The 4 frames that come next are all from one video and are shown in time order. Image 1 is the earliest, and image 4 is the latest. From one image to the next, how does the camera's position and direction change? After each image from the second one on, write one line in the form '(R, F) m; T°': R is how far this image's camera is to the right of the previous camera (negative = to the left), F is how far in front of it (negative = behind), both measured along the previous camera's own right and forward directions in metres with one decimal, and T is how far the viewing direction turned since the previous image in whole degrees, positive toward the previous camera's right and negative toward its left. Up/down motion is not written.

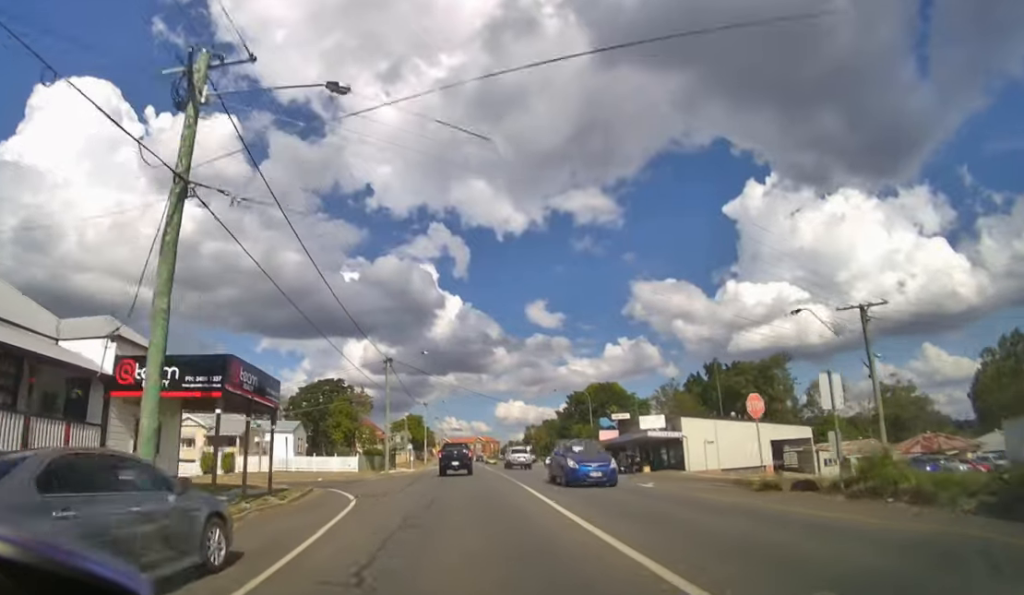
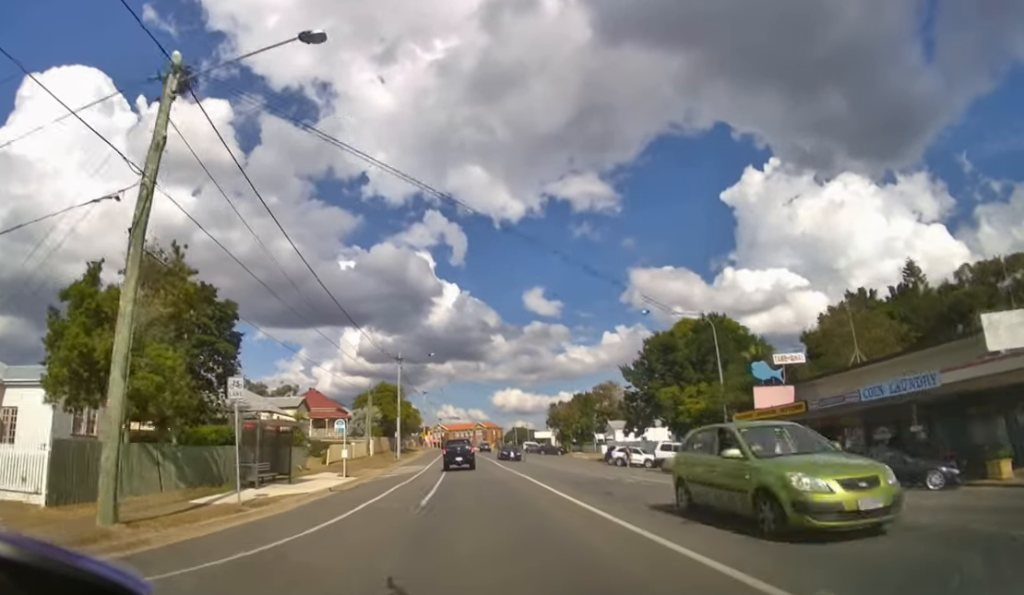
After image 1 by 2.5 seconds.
(+0.1, +40.2) m; 0°
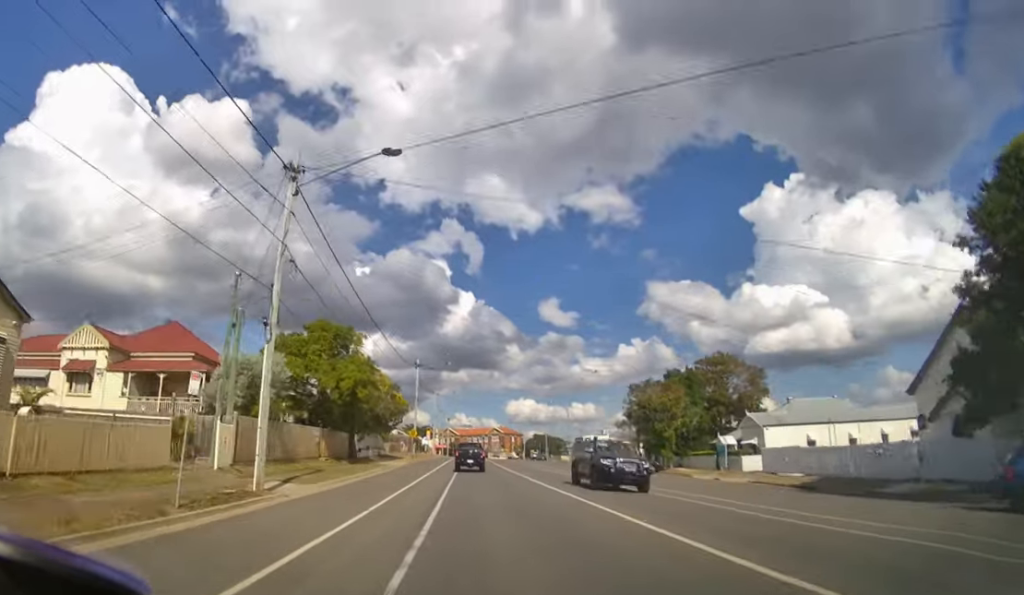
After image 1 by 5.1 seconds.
(-0.2, +36.8) m; 0°
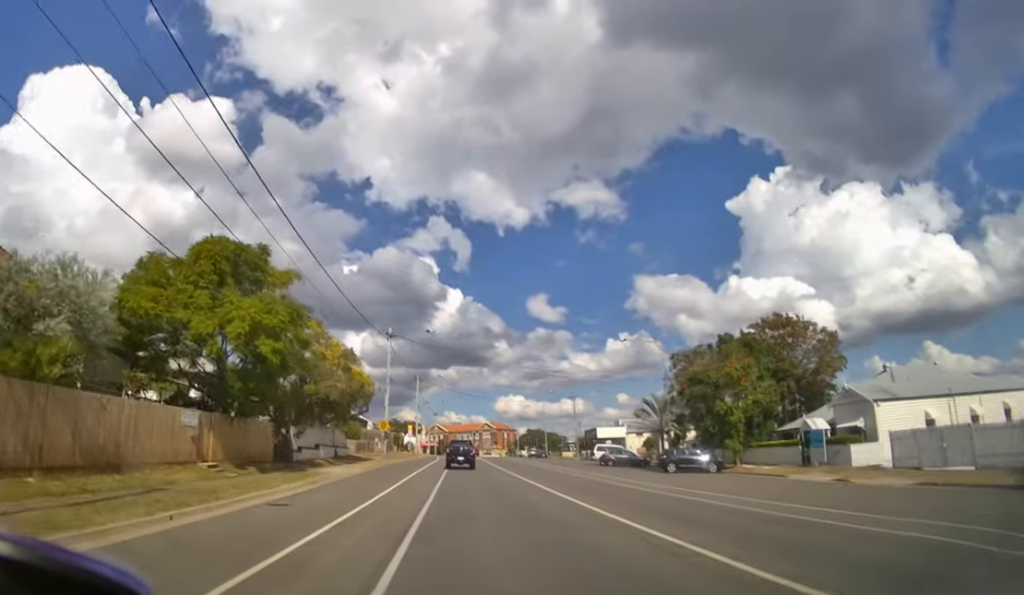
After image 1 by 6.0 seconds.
(+0.1, +12.4) m; 0°
